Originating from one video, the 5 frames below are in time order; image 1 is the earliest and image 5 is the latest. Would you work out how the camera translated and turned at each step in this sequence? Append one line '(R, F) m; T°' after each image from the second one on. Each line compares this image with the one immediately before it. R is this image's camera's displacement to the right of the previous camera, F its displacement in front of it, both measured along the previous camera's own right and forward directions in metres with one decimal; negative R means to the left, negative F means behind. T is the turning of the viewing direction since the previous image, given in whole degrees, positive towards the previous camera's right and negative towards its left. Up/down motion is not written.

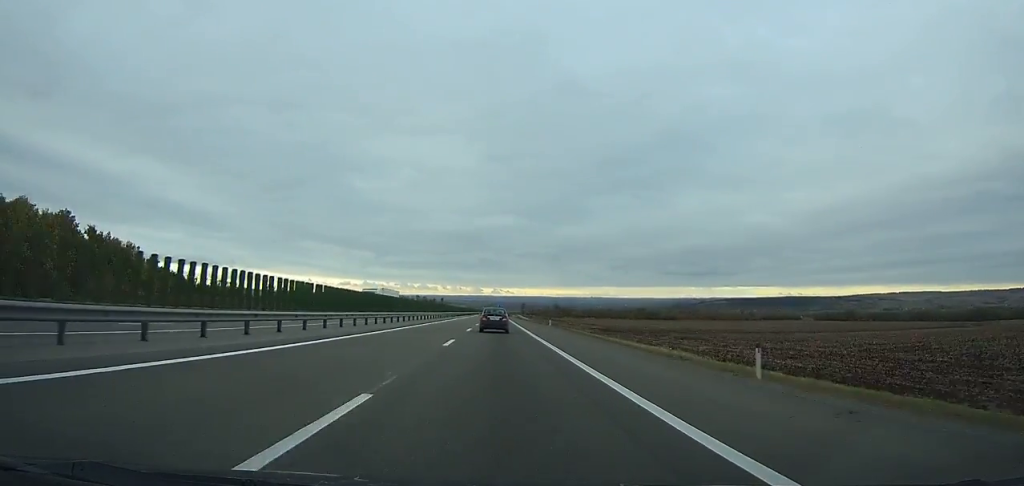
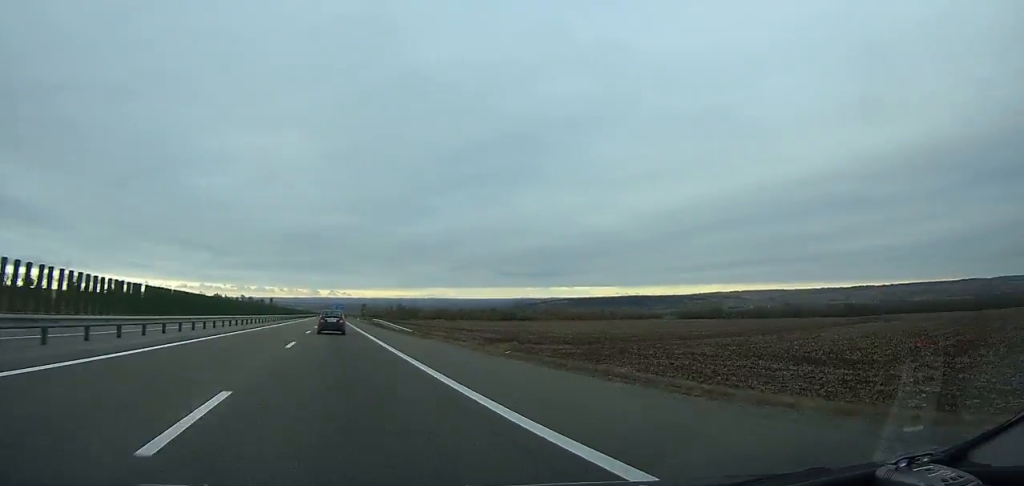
(0.0, +58.8) m; 0°
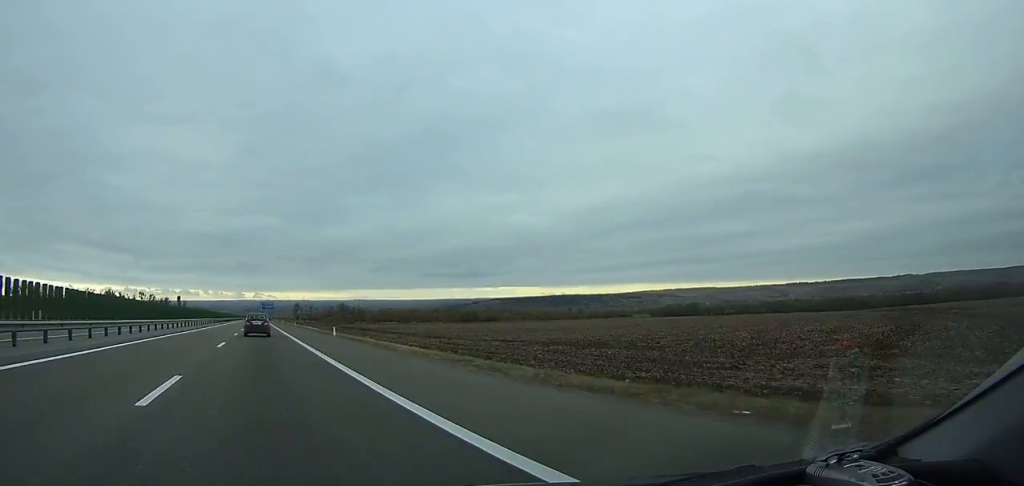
(+0.4, +88.6) m; 0°
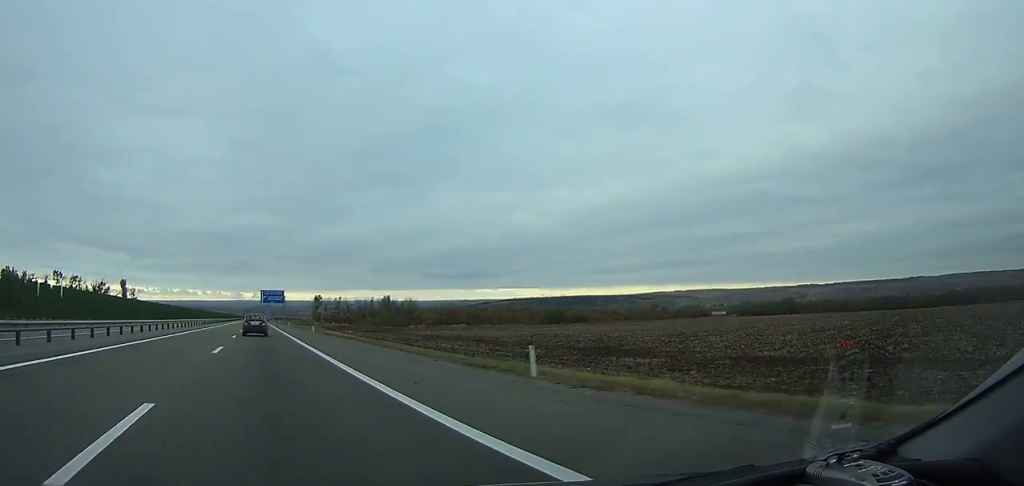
(-0.3, +133.1) m; 0°
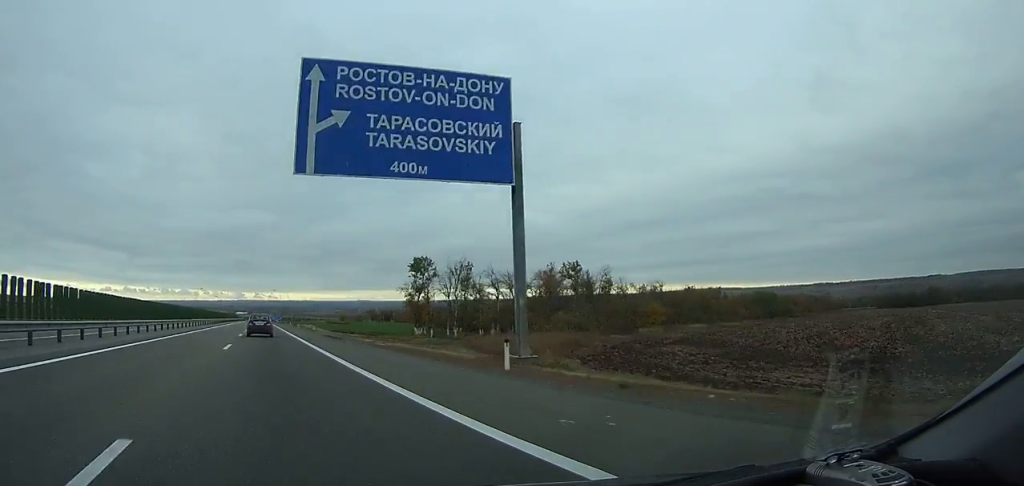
(-0.2, +155.7) m; 0°
